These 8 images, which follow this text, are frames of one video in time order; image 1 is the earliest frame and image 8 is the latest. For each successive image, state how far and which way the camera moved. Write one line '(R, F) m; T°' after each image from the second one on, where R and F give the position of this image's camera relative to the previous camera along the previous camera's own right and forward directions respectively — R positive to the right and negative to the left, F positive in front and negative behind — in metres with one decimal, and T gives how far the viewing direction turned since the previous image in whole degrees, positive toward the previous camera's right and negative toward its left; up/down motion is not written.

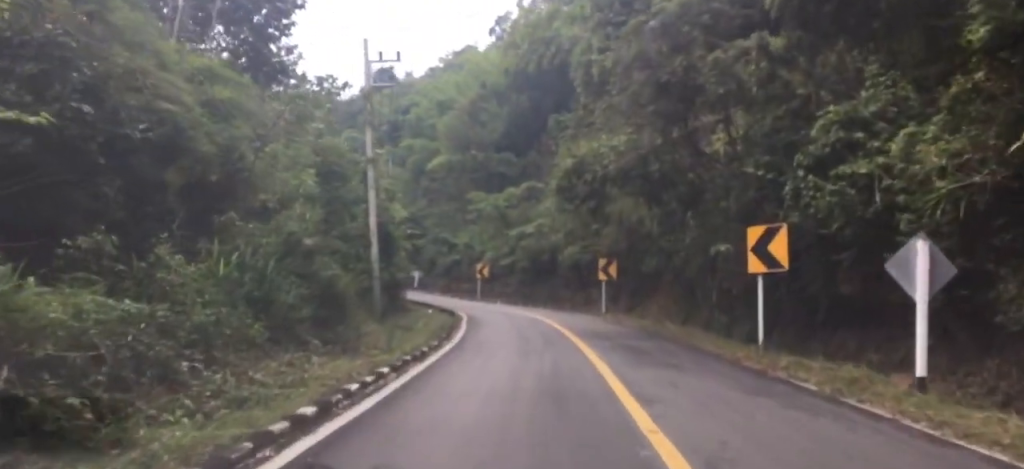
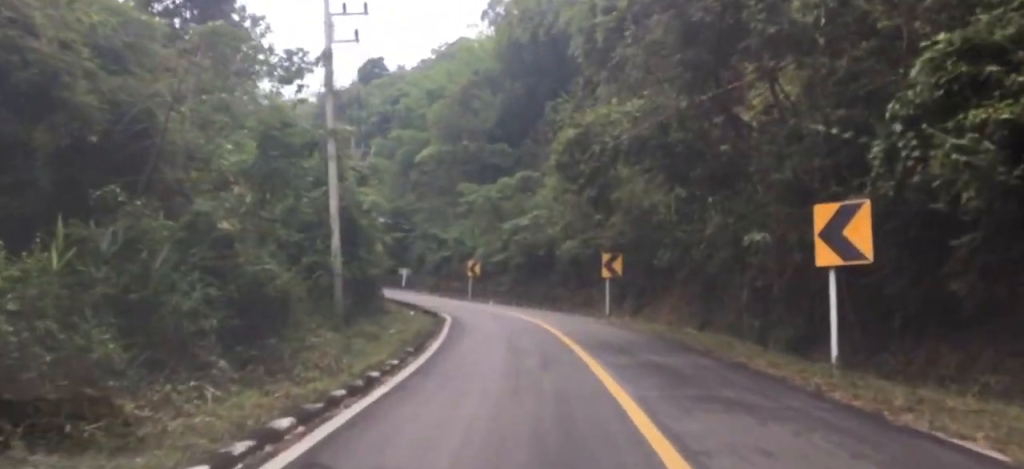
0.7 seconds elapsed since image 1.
(+0.6, +5.4) m; +4°
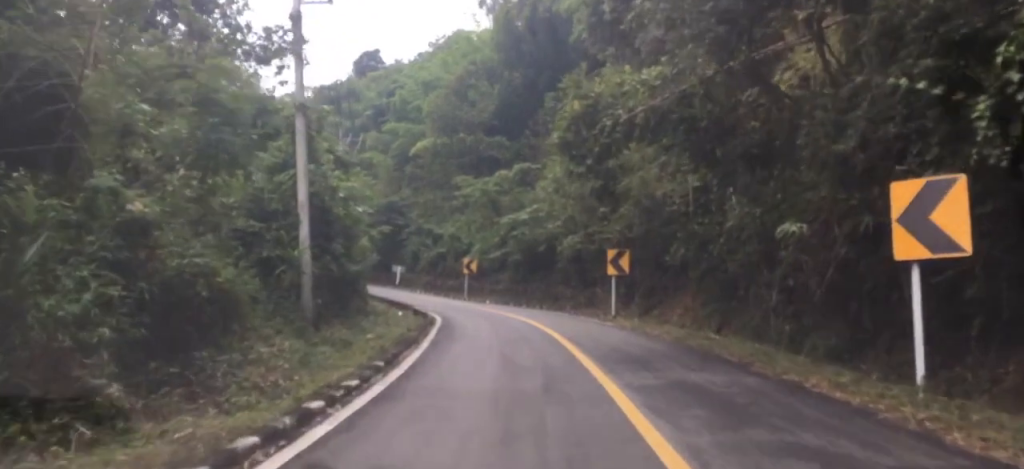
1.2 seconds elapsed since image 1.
(0.0, +3.3) m; -3°
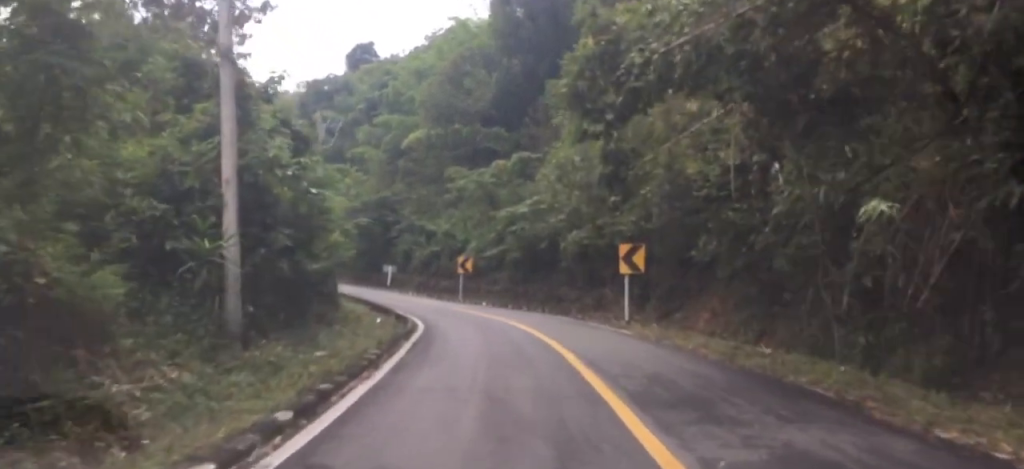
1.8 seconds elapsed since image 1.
(-0.1, +5.0) m; -5°
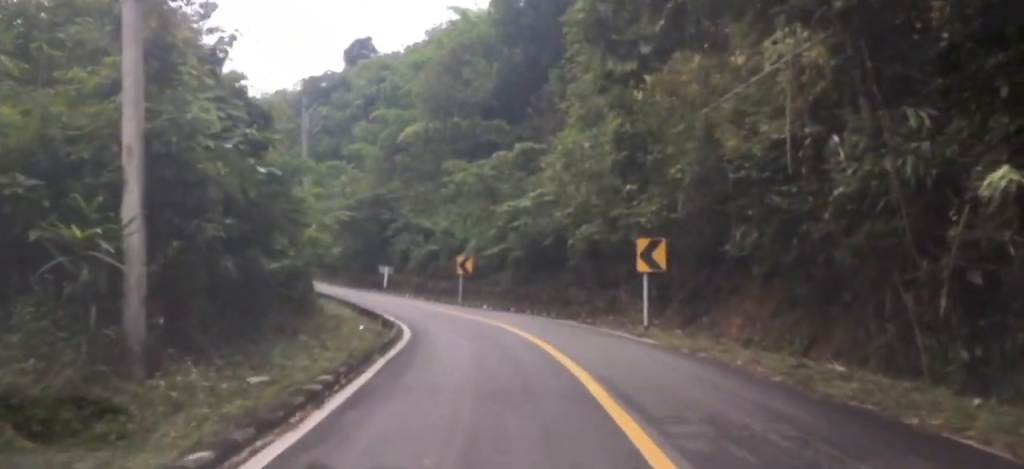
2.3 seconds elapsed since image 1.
(-0.3, +3.8) m; -4°
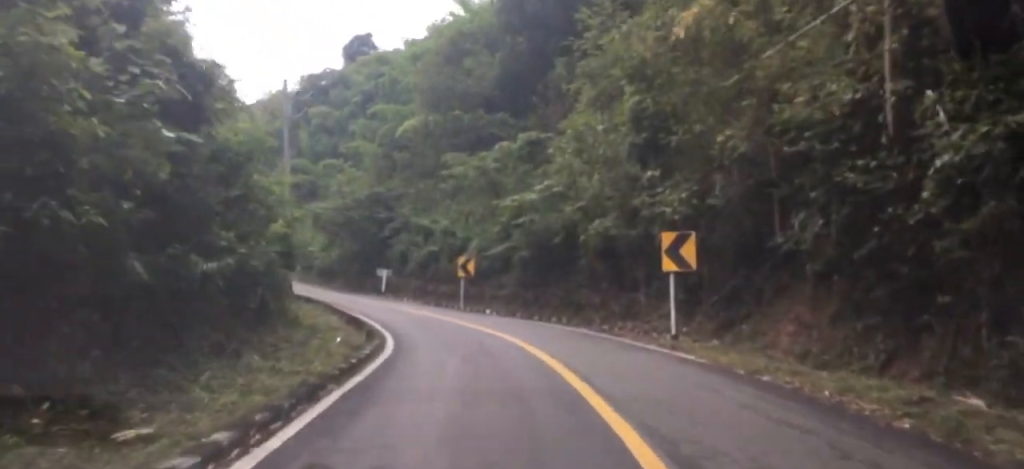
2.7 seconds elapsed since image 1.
(-0.1, +3.9) m; -3°
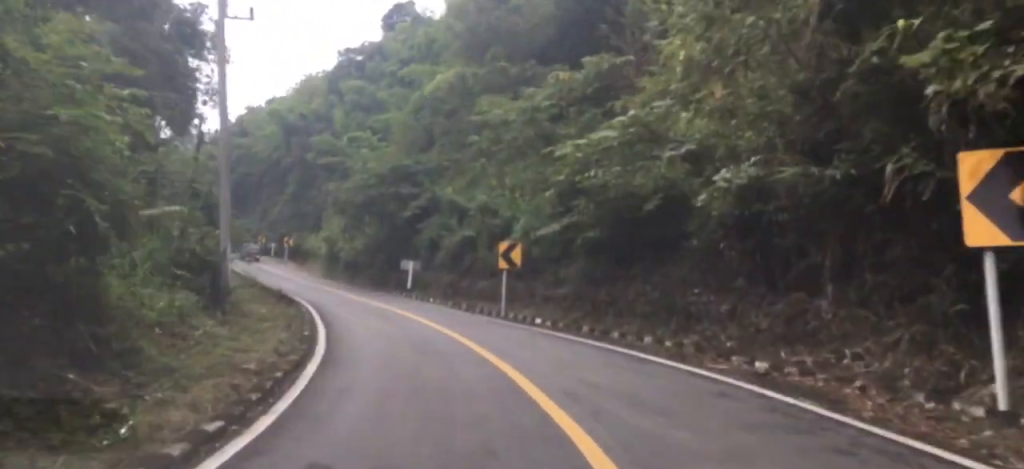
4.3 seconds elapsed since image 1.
(-0.4, +13.6) m; -3°
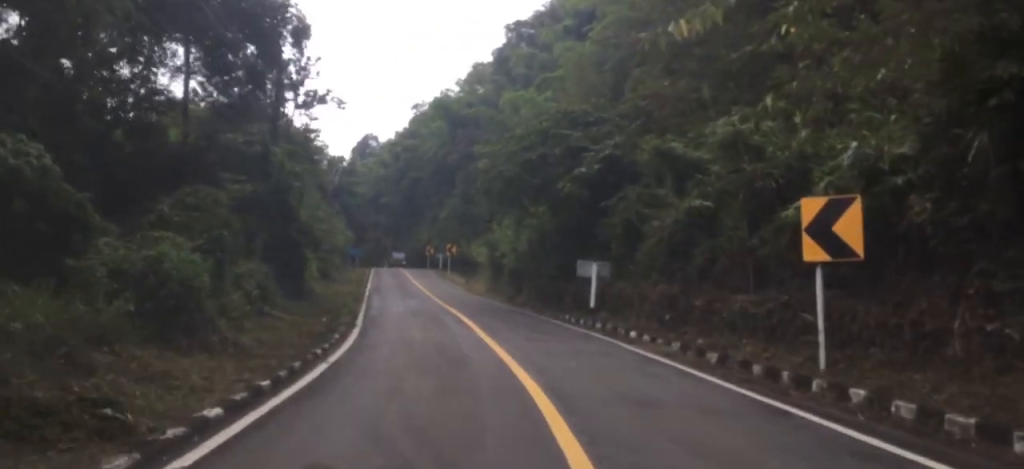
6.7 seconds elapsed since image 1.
(-0.8, +20.7) m; -3°
